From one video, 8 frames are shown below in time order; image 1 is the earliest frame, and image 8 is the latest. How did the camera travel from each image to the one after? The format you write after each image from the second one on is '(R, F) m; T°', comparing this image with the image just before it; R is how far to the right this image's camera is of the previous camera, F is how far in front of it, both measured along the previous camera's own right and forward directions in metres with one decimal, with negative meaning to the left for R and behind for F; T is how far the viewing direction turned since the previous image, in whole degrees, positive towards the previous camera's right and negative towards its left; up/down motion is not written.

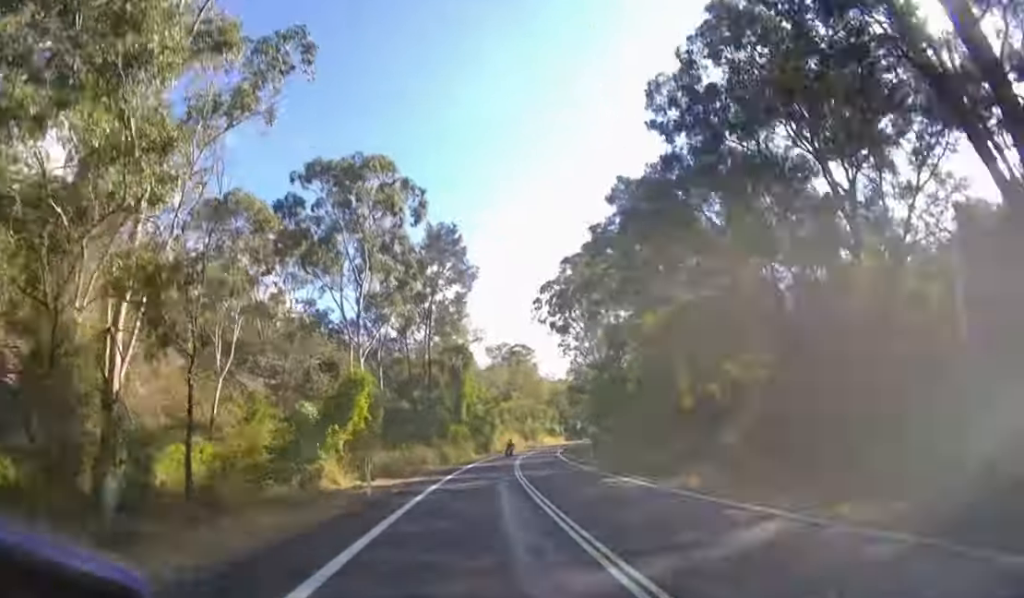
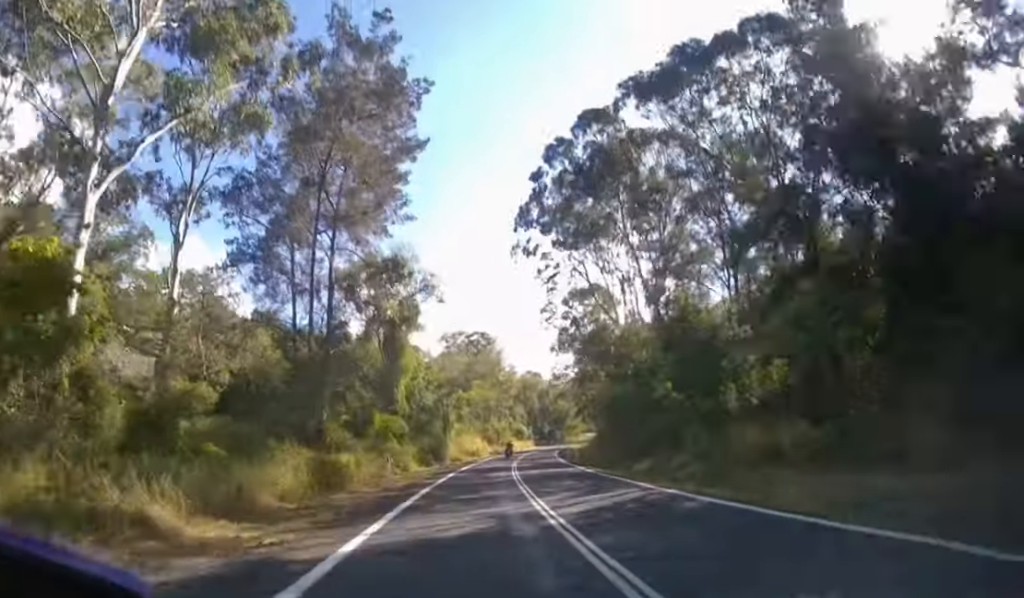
(+1.0, +24.0) m; +5°
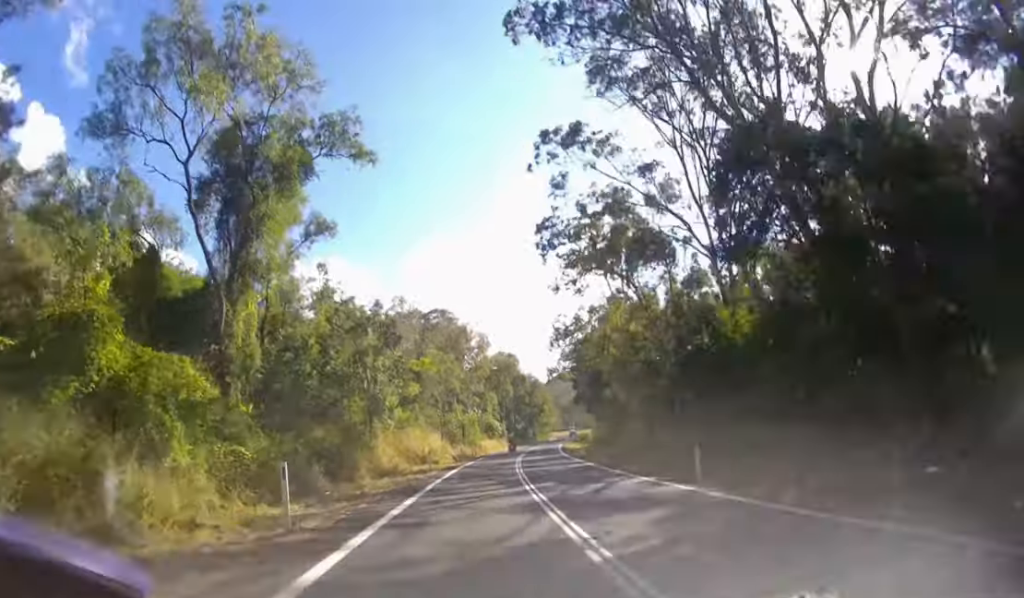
(+1.3, +25.3) m; +6°
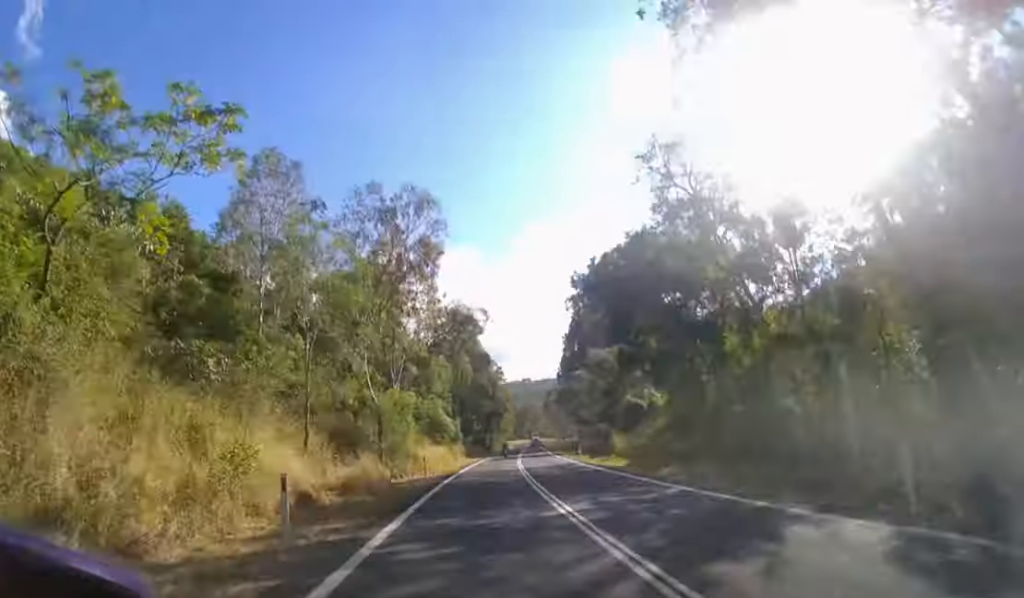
(+2.0, +31.5) m; +7°
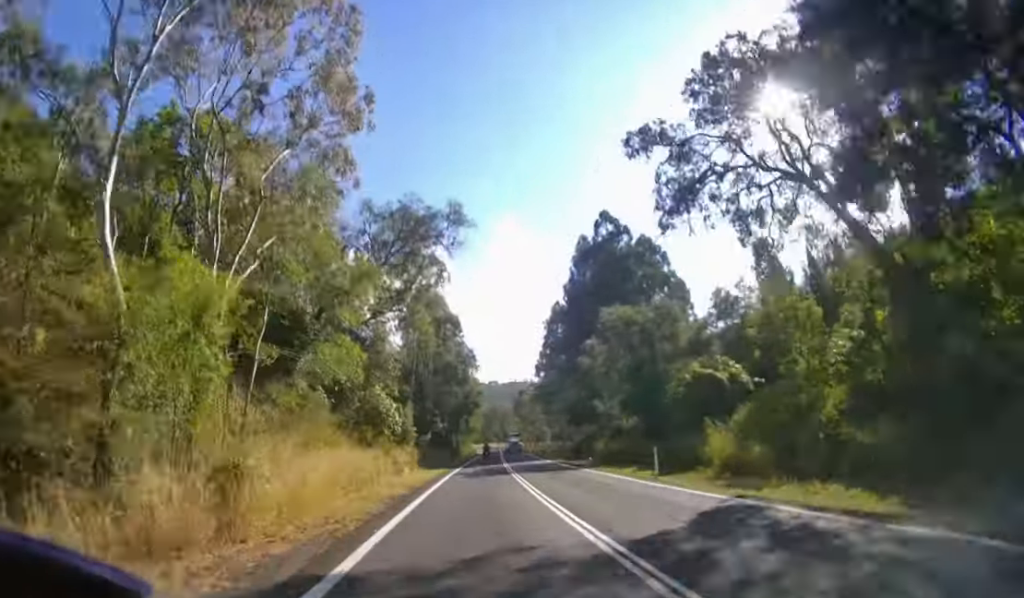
(+0.8, +21.5) m; +4°
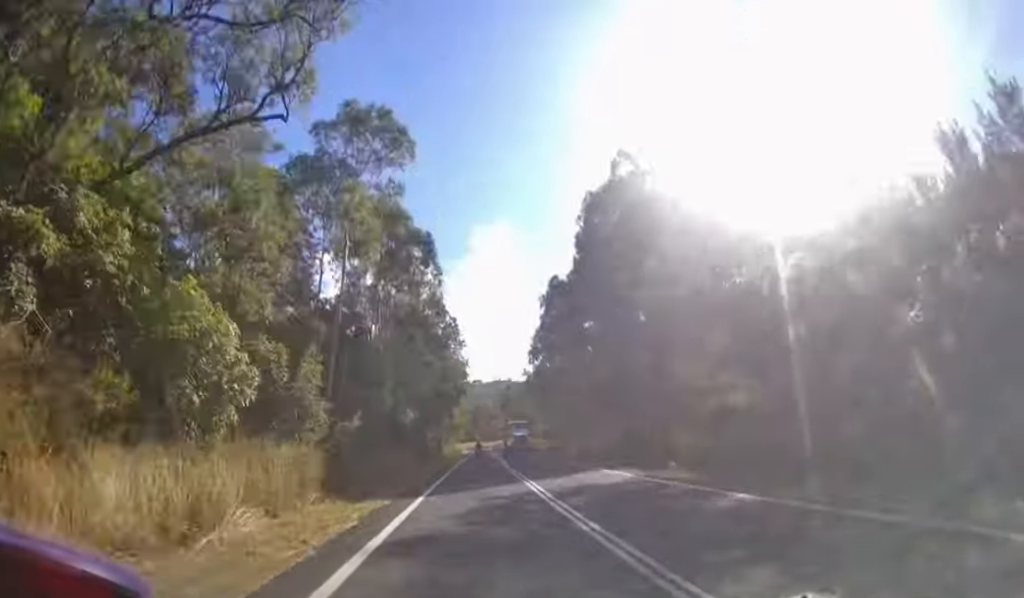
(+0.6, +22.3) m; +3°
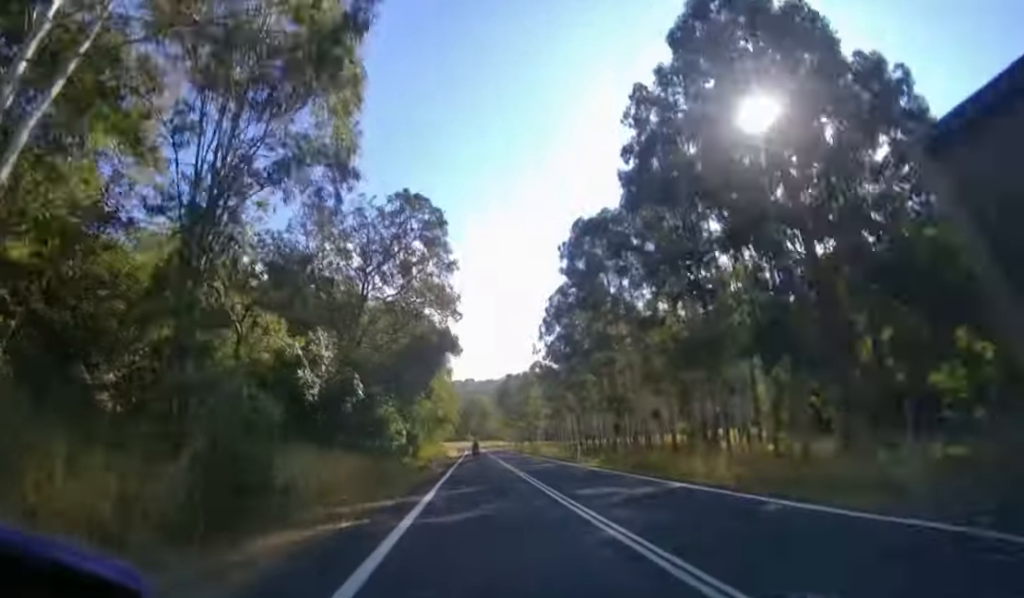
(+0.7, +26.4) m; +3°
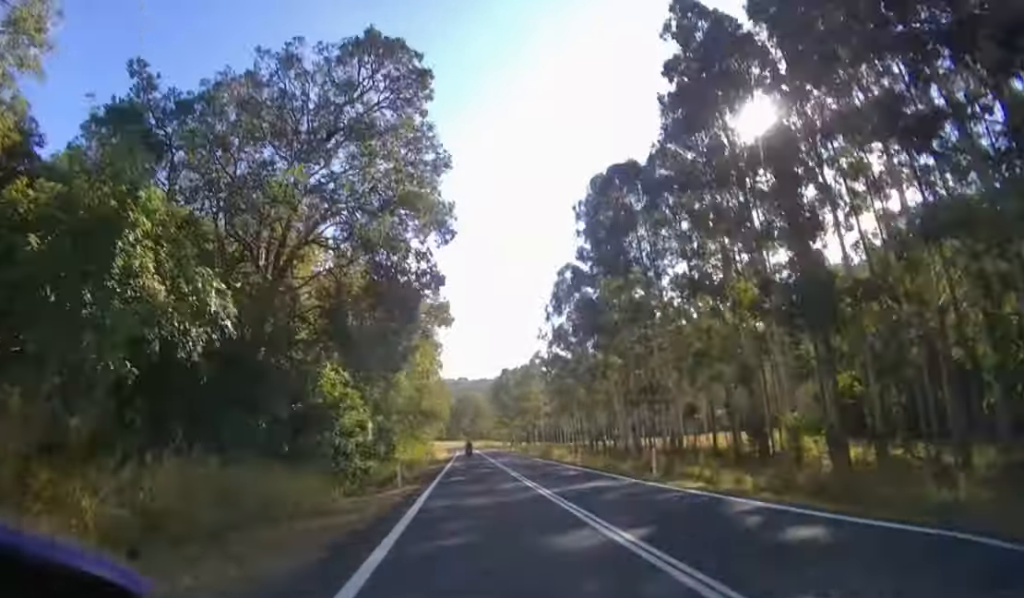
(+0.2, +12.5) m; +1°
